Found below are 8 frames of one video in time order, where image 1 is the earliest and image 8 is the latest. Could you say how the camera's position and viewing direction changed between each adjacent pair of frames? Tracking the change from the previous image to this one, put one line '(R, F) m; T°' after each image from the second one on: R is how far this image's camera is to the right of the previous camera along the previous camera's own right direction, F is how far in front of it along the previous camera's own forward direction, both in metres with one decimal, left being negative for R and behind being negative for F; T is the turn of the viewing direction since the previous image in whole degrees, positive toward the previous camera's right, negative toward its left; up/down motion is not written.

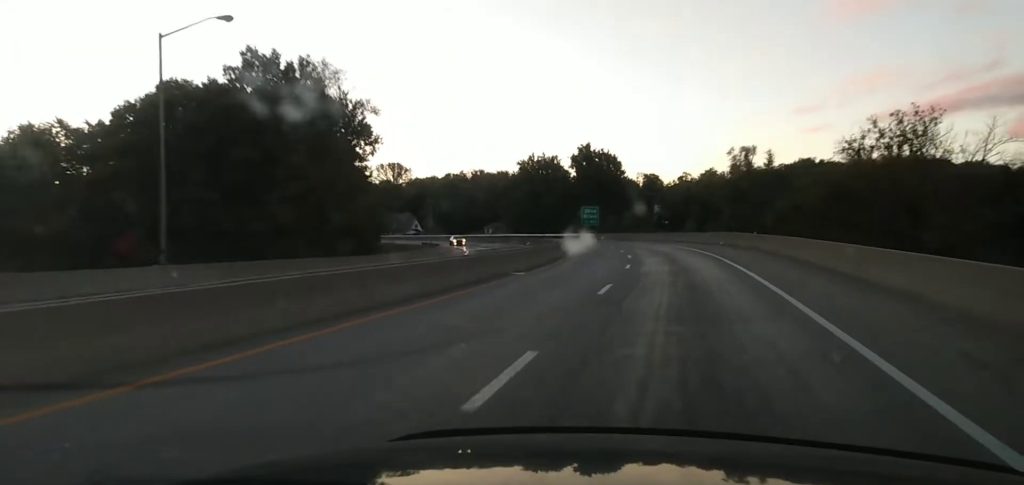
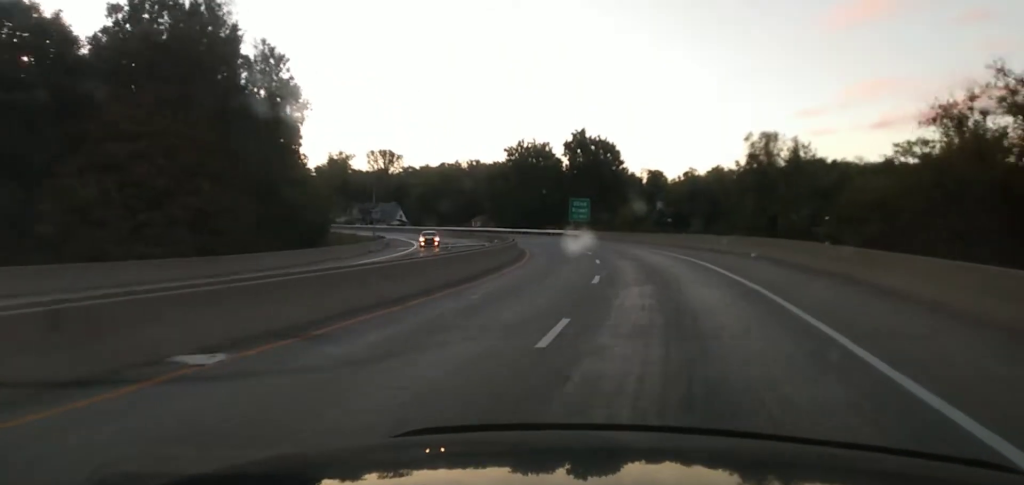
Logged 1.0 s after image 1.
(+0.2, +21.4) m; 0°
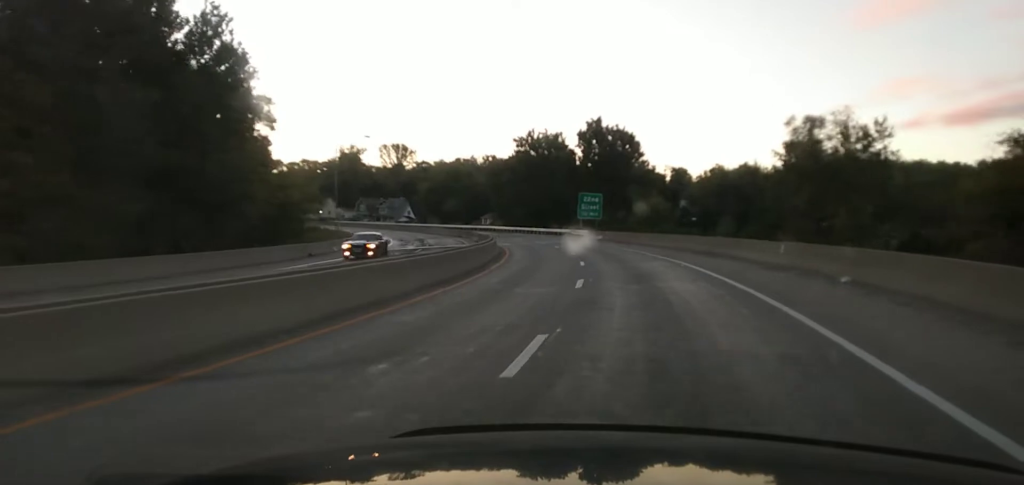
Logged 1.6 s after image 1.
(-0.1, +13.3) m; -1°
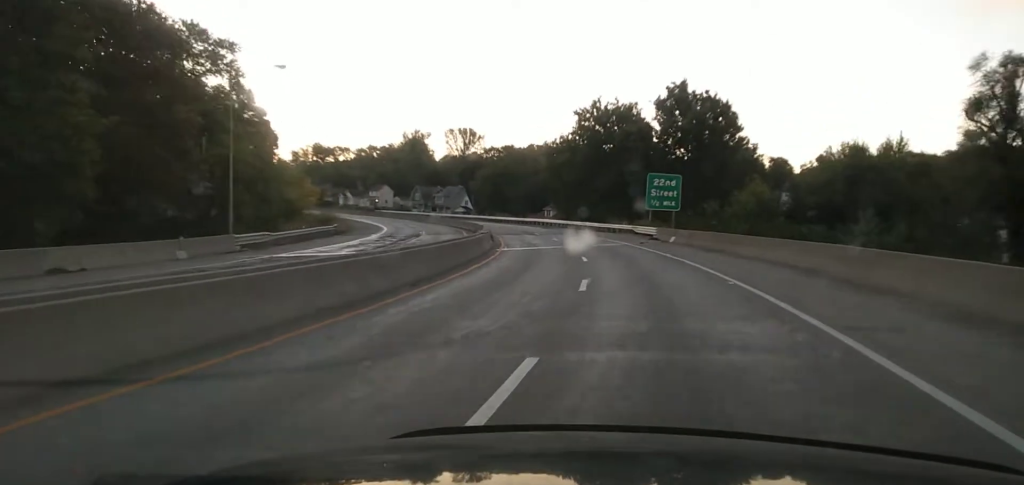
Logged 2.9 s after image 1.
(-1.1, +28.3) m; -6°
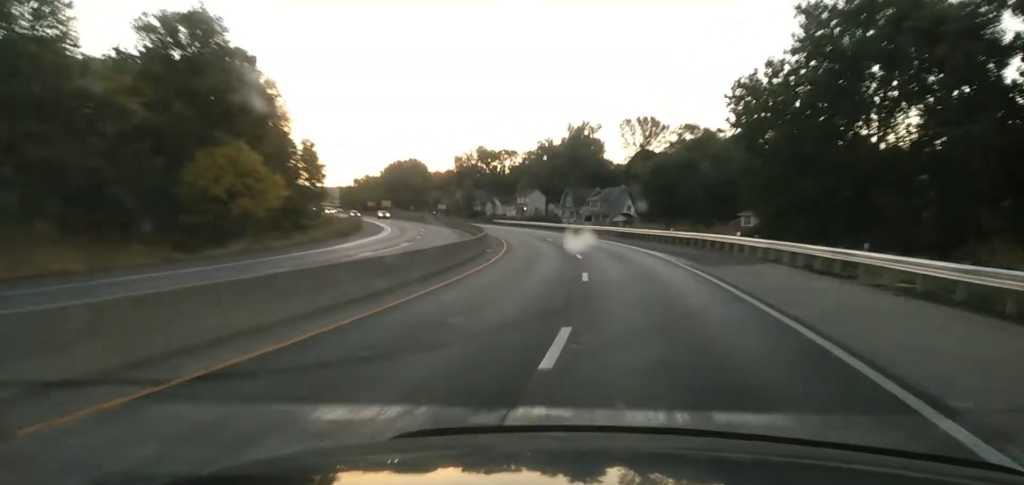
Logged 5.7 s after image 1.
(-8.3, +57.9) m; -16°
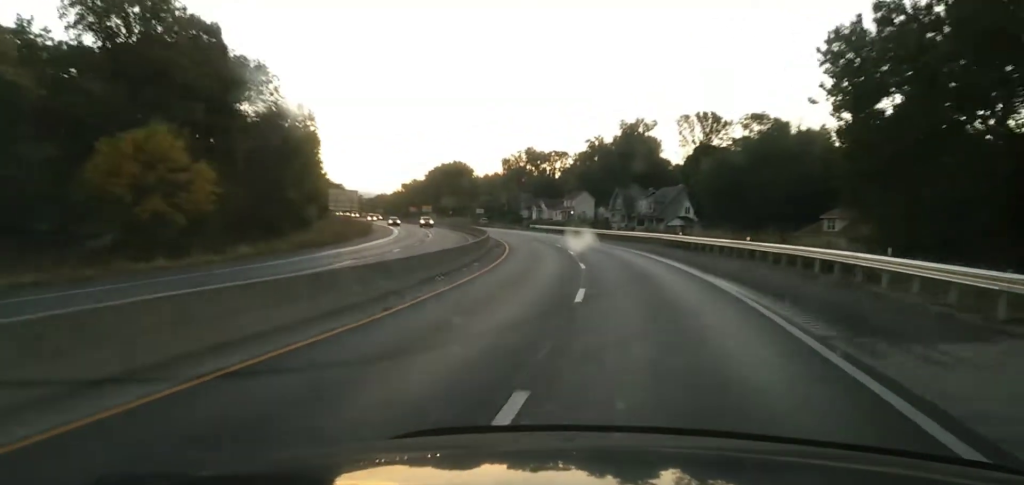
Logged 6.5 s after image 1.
(-0.6, +15.7) m; -4°
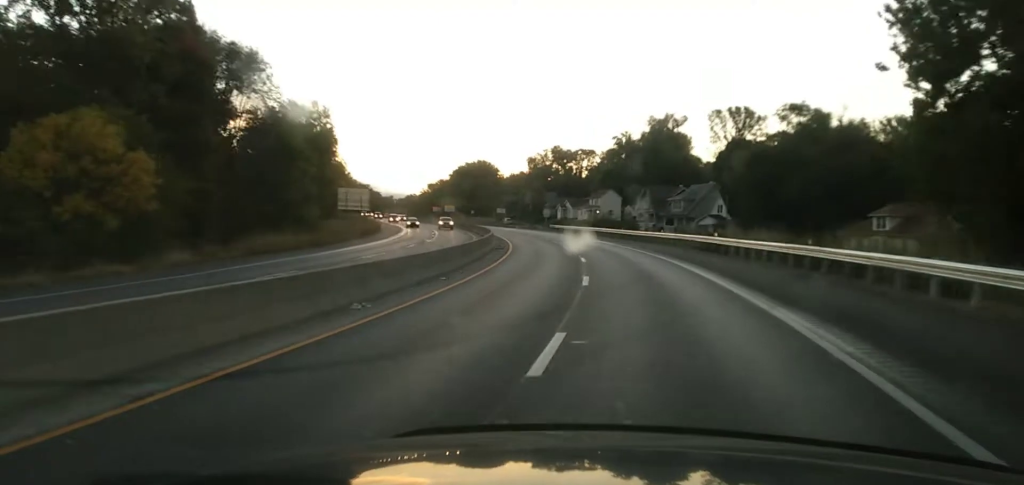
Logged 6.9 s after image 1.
(-0.1, +8.6) m; -2°
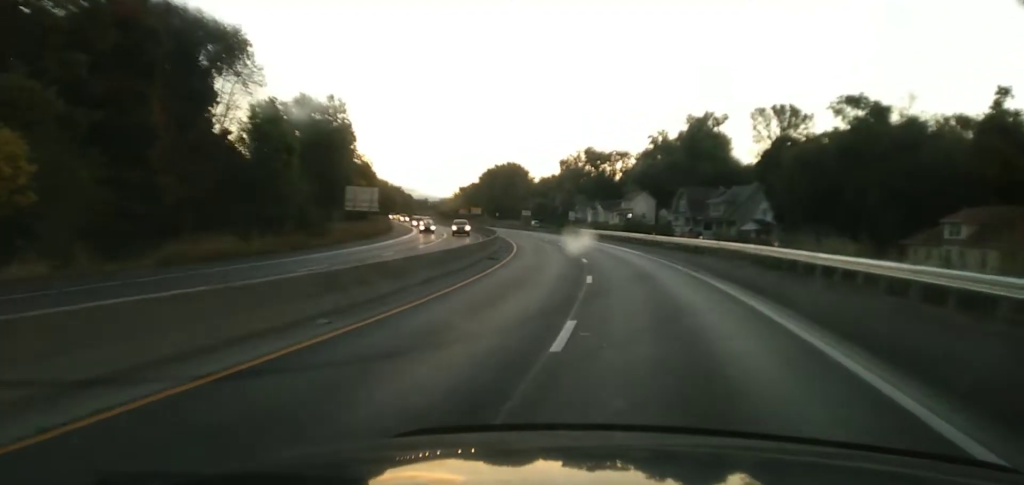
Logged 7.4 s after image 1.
(-0.2, +10.7) m; -2°
